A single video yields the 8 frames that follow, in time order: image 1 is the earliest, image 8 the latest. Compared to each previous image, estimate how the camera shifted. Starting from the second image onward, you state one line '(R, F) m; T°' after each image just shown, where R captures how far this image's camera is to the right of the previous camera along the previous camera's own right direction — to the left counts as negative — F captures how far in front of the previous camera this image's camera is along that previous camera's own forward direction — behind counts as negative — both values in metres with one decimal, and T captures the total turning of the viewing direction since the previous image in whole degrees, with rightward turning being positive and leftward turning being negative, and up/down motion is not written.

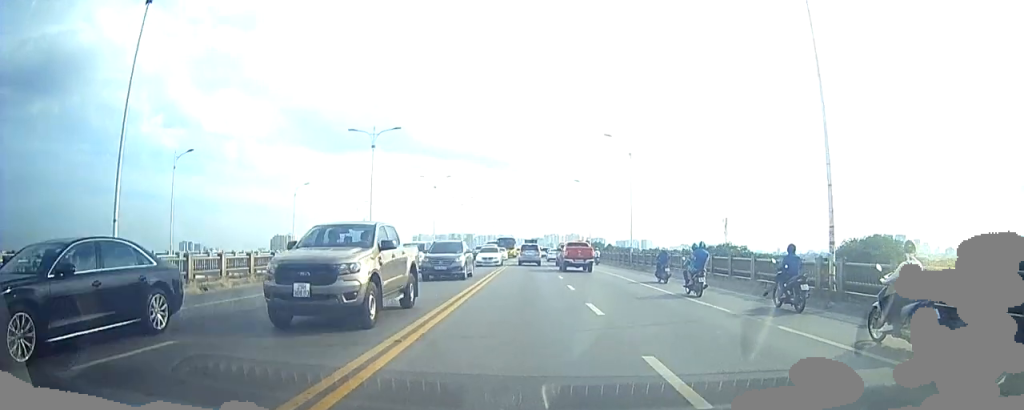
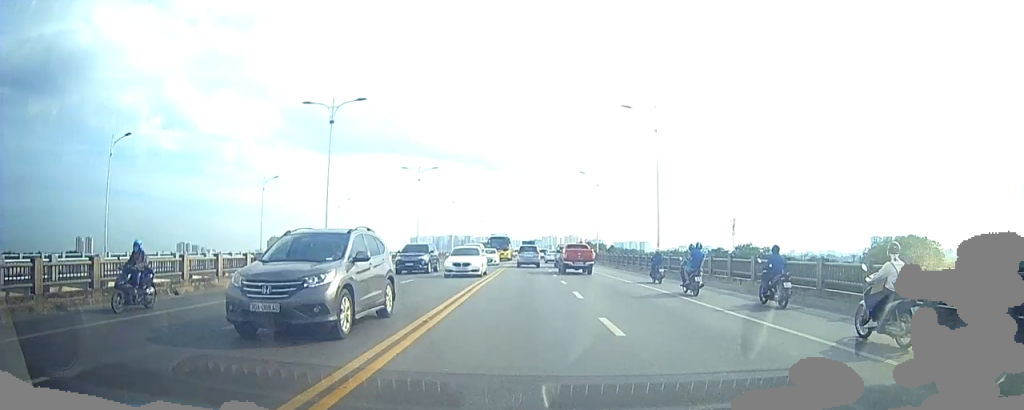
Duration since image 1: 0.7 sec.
(0.0, +8.6) m; 0°
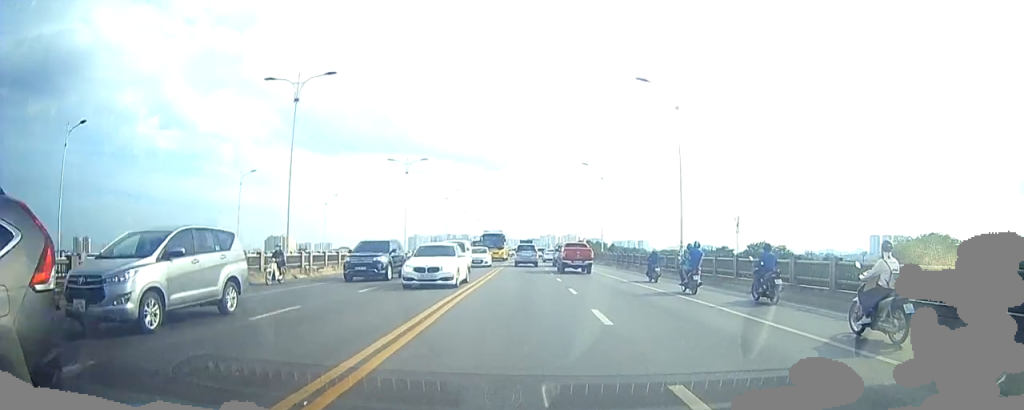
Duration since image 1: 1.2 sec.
(0.0, +5.1) m; 0°
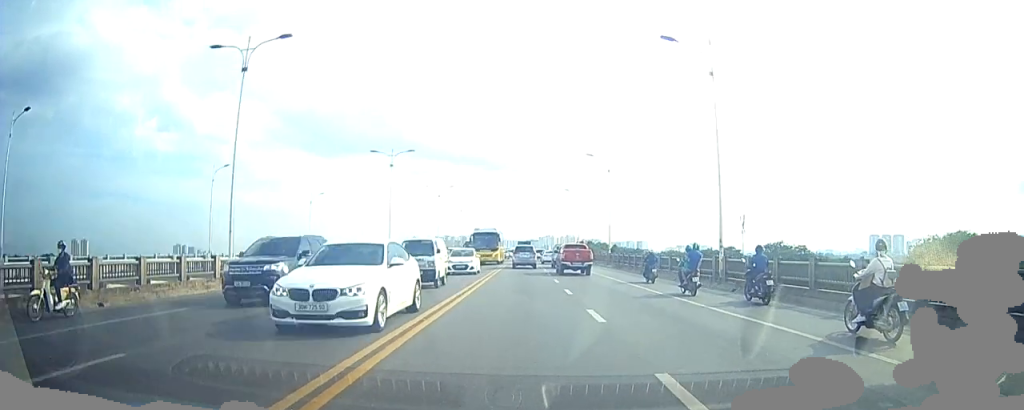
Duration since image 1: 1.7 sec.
(0.0, +6.7) m; 0°
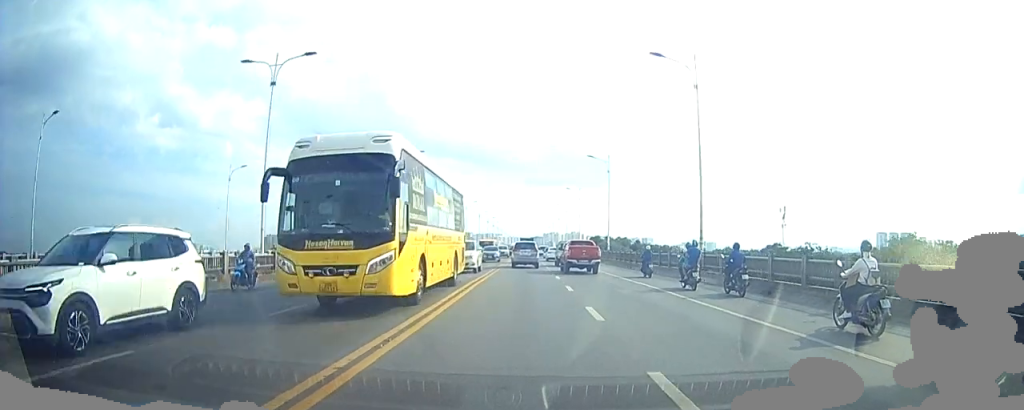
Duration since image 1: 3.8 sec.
(+0.2, +25.7) m; +1°
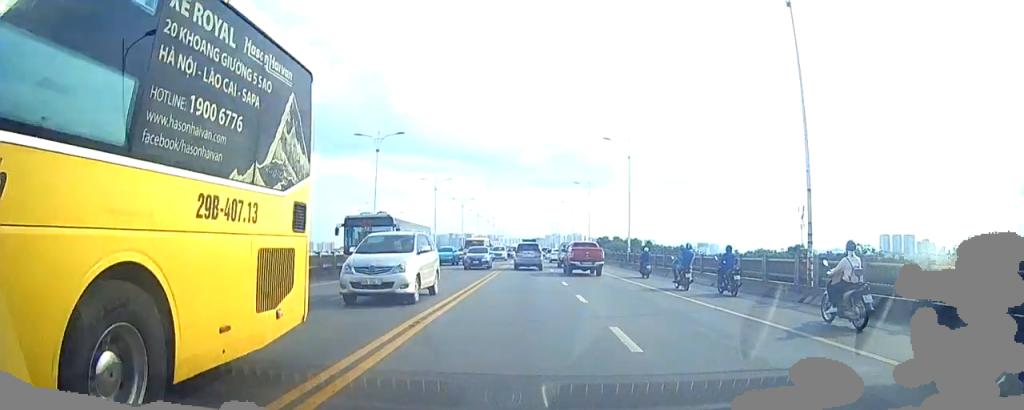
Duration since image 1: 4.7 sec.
(0.0, +11.2) m; 0°
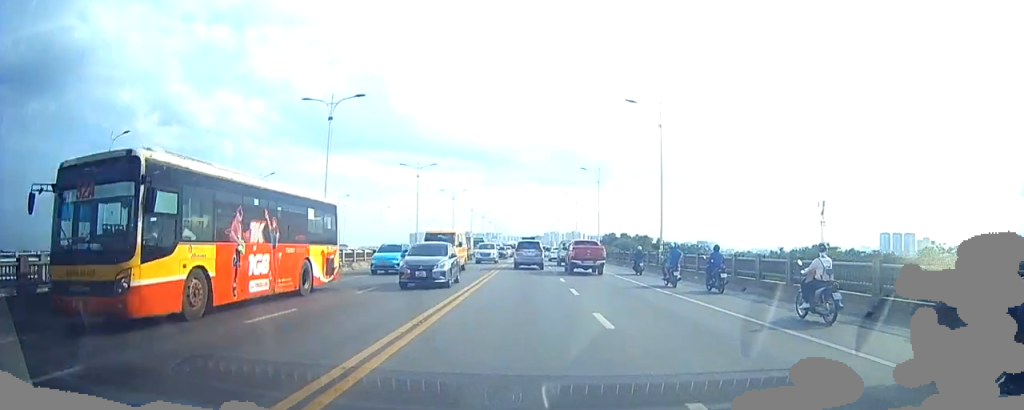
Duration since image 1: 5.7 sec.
(0.0, +13.0) m; 0°
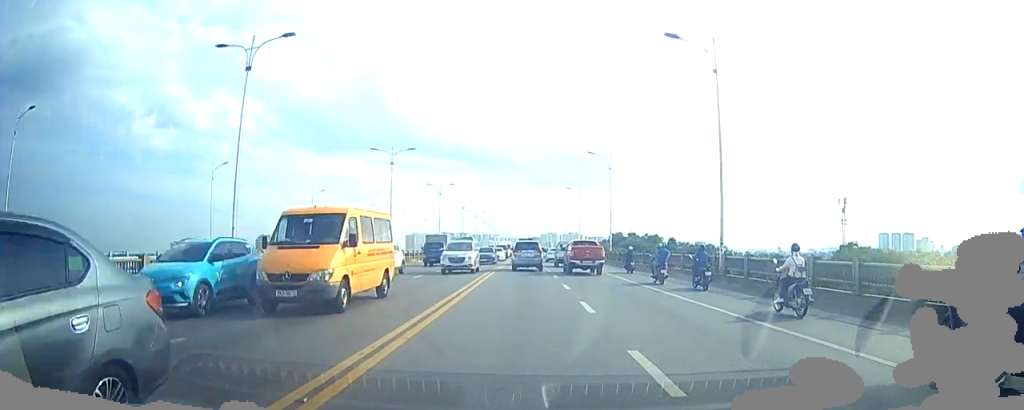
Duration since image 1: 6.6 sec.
(0.0, +13.2) m; 0°
